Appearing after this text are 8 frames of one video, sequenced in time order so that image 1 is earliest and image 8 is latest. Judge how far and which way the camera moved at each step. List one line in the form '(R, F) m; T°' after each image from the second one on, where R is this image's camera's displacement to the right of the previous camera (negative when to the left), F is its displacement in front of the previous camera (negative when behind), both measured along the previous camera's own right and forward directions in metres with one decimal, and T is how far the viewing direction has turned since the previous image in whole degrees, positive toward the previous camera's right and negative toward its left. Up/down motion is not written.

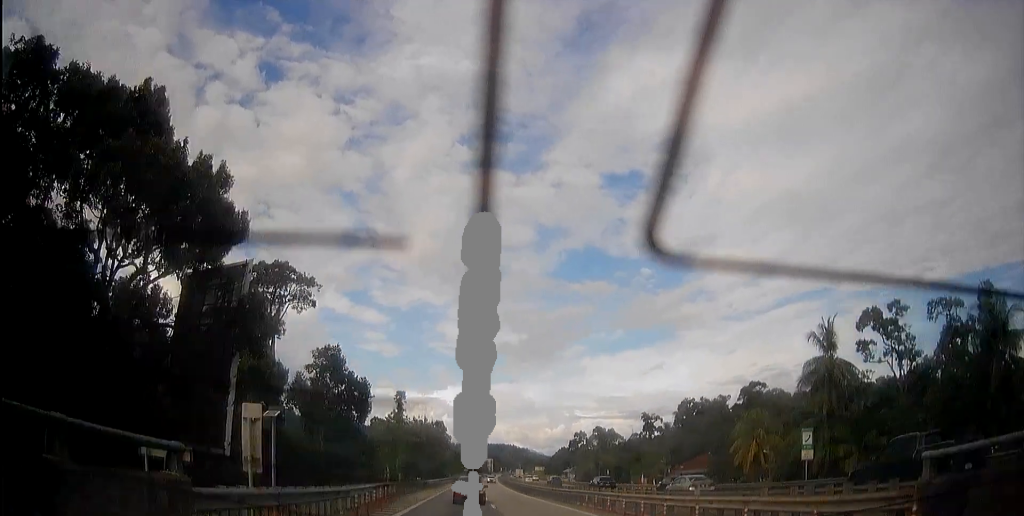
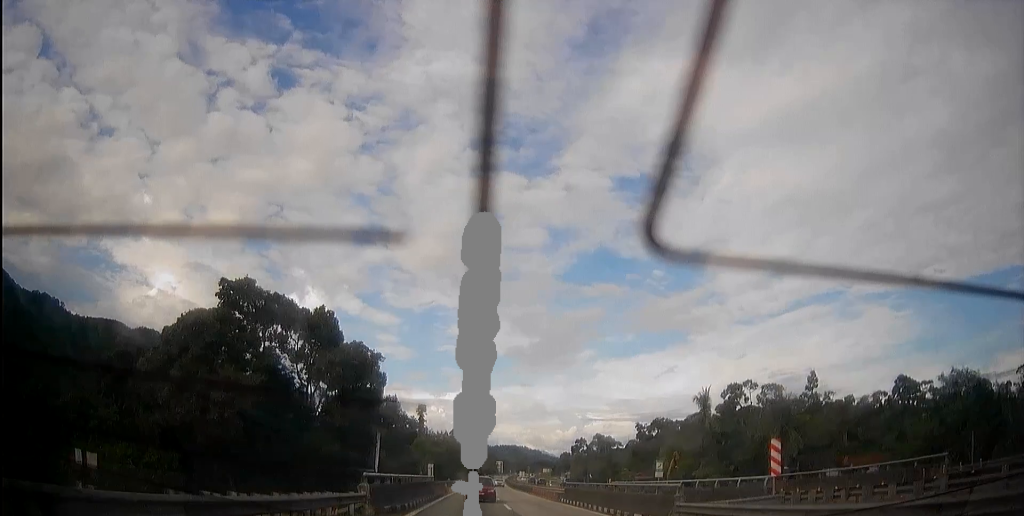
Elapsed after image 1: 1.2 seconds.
(+0.4, +34.3) m; +1°
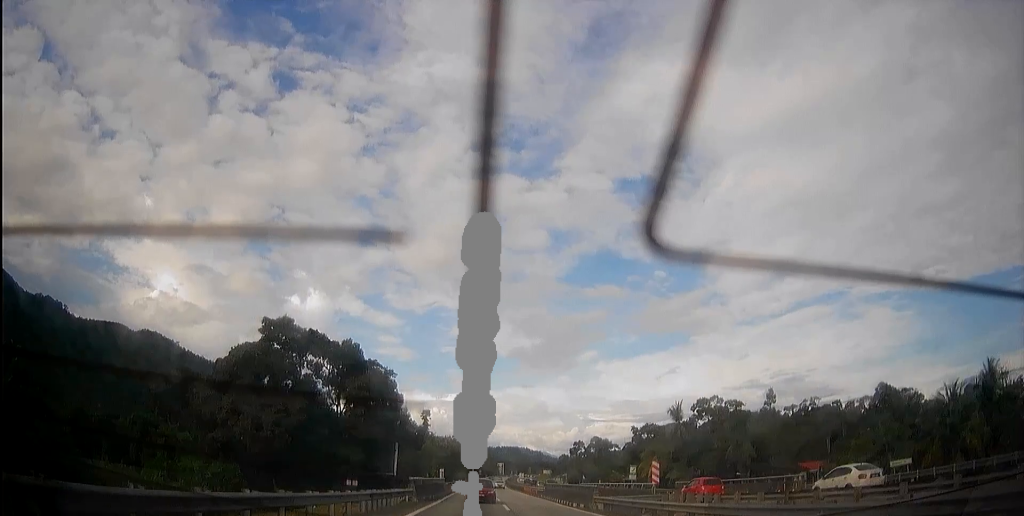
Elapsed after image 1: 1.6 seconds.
(+0.1, +13.0) m; 0°
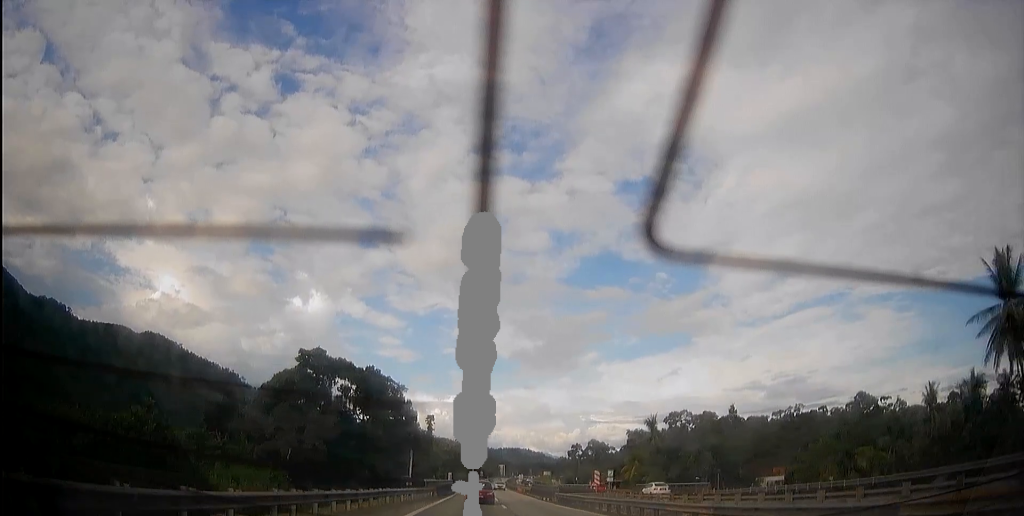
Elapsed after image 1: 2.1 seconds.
(+0.1, +15.3) m; 0°
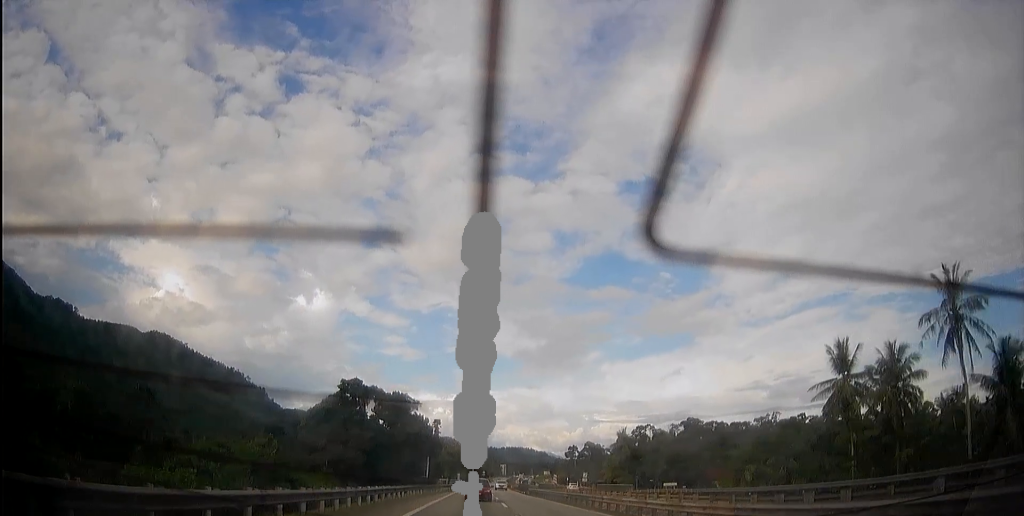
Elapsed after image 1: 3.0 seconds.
(+0.1, +25.5) m; 0°
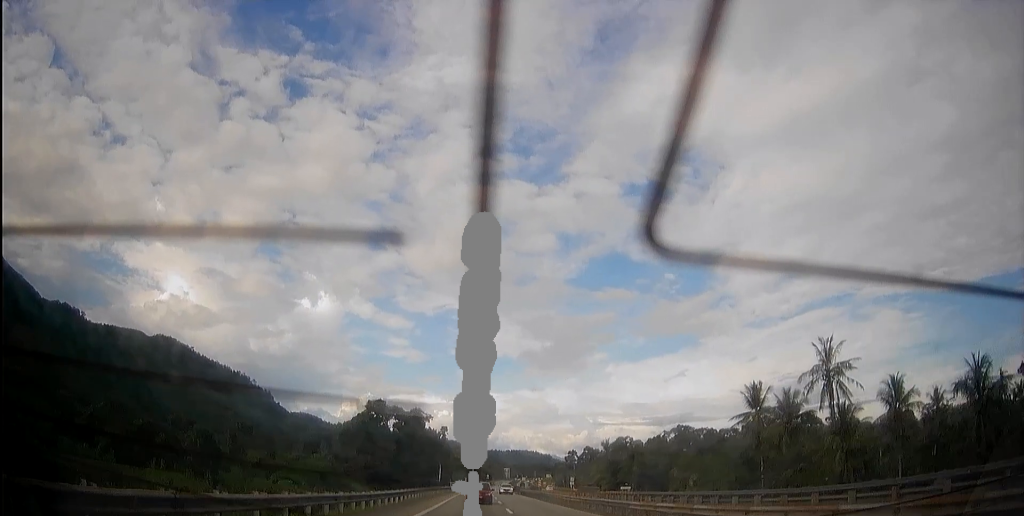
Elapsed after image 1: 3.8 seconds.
(+0.1, +22.9) m; 0°
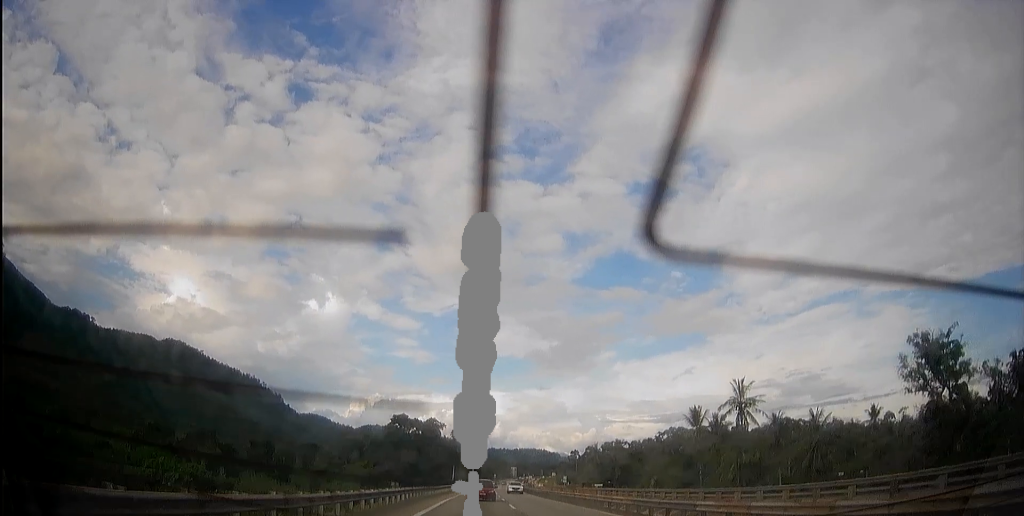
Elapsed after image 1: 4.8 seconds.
(+0.1, +27.1) m; +1°
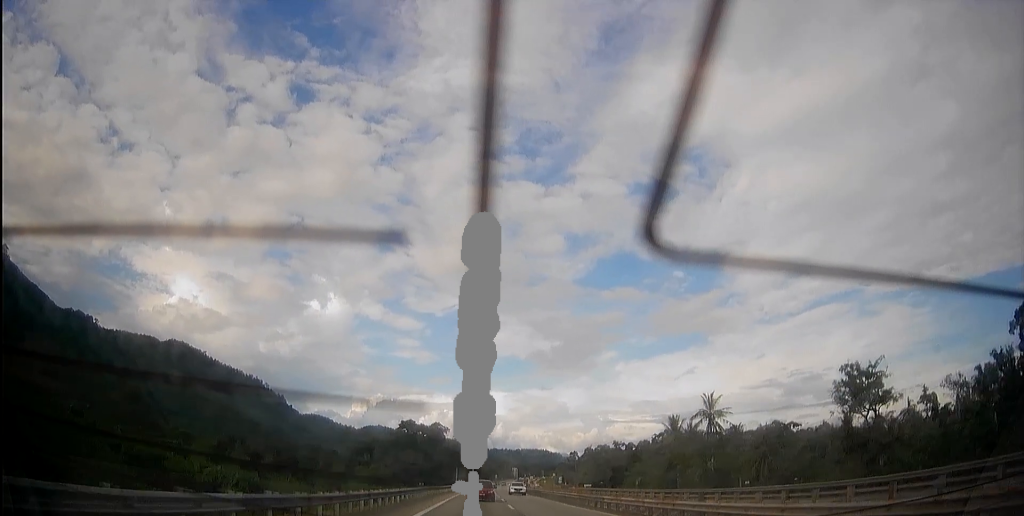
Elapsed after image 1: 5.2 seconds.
(0.0, +13.4) m; 0°
